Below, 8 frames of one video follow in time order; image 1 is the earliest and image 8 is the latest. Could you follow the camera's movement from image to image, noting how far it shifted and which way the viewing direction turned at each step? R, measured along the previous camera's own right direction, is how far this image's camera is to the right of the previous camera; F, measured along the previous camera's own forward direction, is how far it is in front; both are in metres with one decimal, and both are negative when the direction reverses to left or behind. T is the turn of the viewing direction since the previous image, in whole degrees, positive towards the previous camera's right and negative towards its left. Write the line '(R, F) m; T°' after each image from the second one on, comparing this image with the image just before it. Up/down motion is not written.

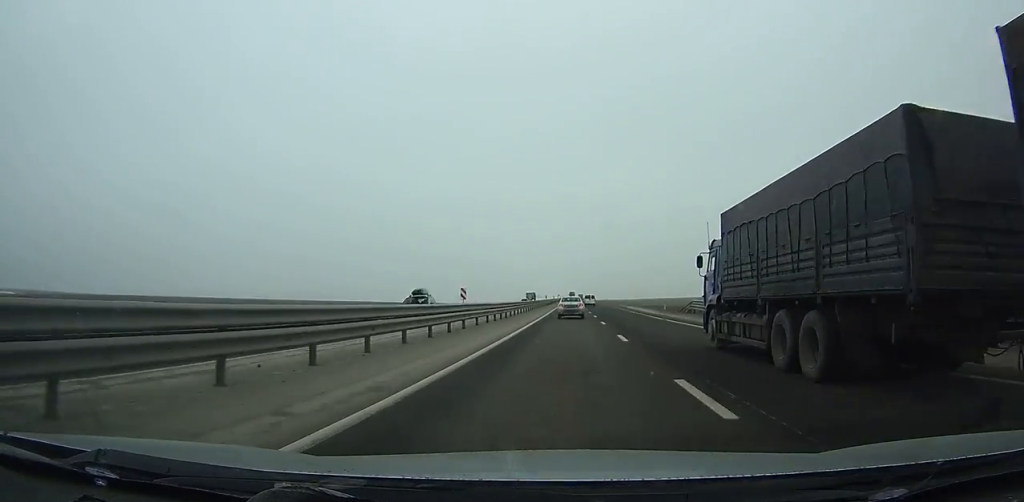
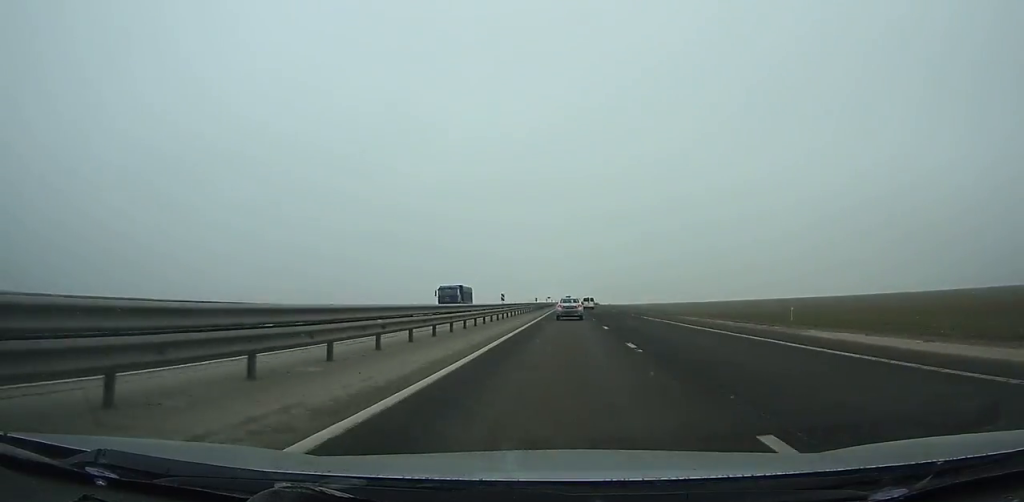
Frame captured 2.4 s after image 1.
(-0.2, +63.8) m; 0°
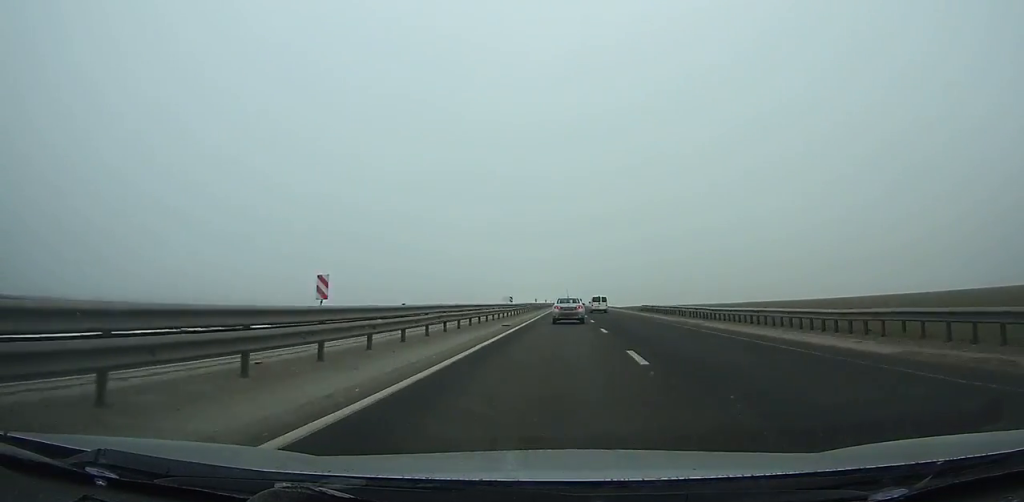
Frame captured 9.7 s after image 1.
(0.0, +191.4) m; 0°
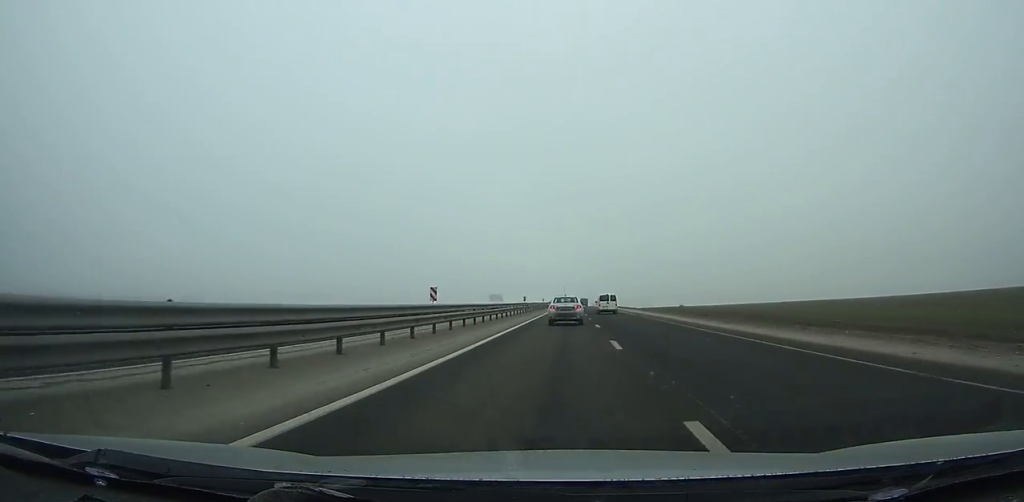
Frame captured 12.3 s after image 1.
(-0.2, +67.1) m; 0°
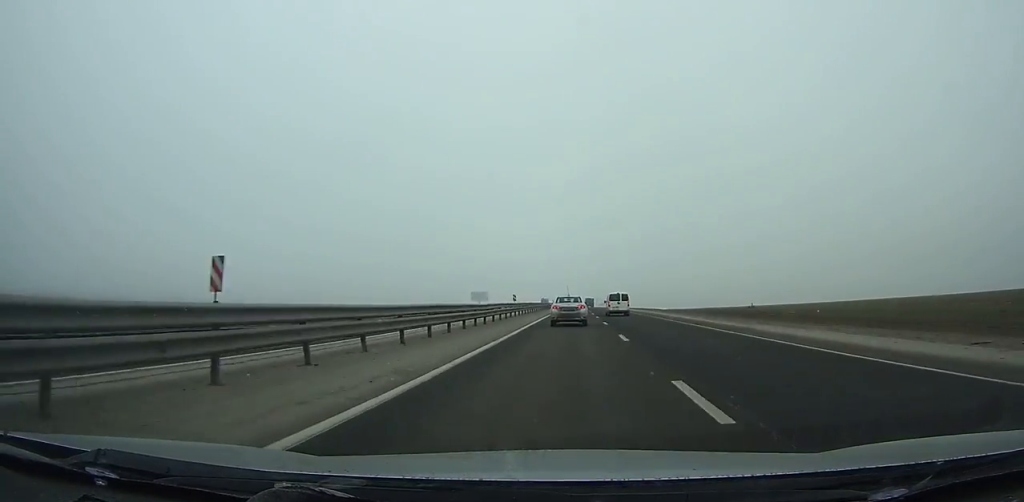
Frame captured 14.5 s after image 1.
(0.0, +56.4) m; 0°
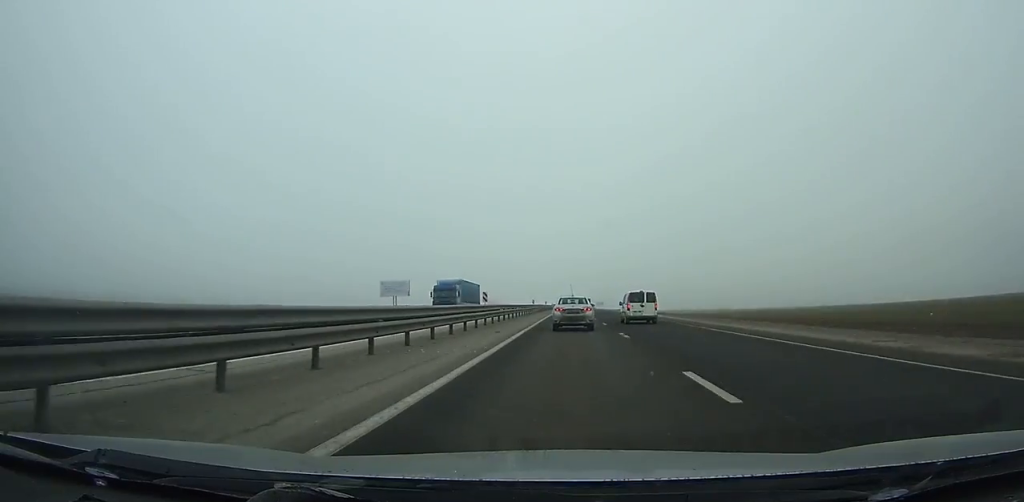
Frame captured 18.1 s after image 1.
(+0.2, +92.3) m; 0°
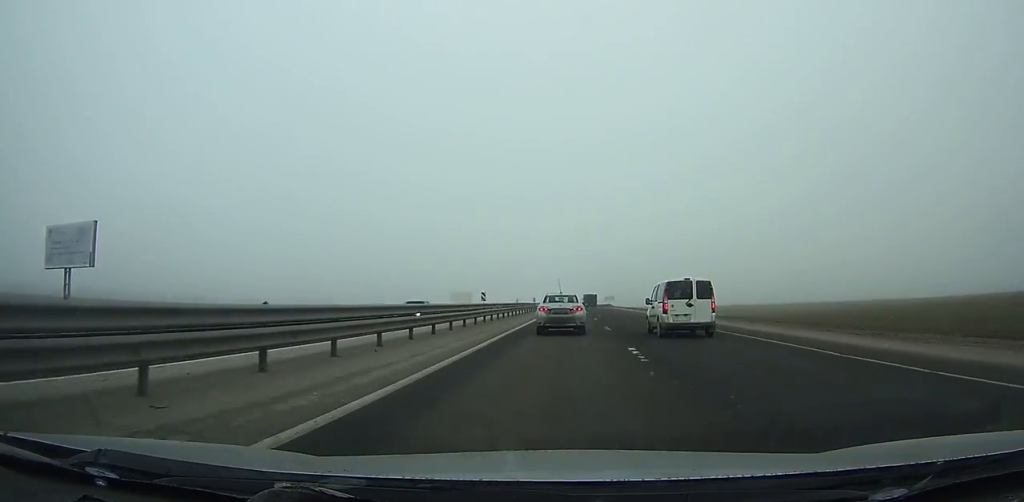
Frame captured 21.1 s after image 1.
(-0.3, +77.1) m; 0°
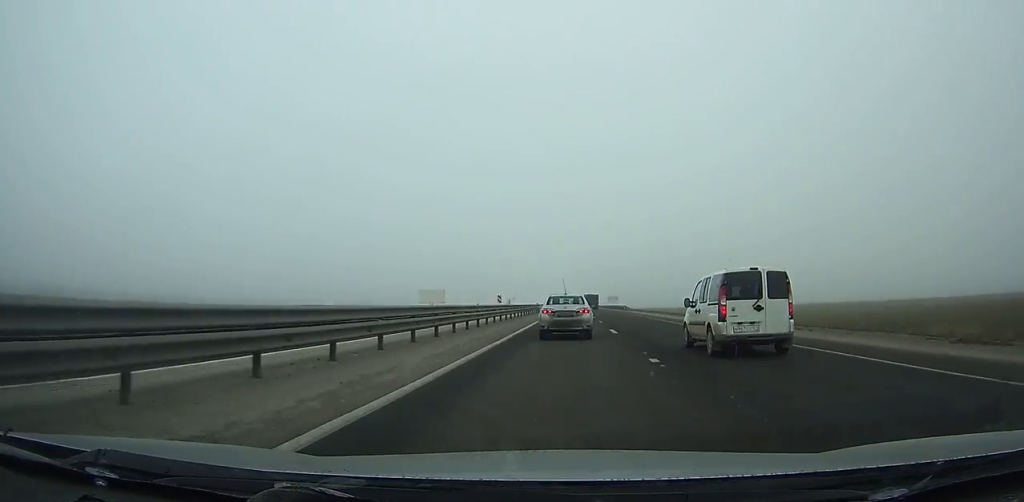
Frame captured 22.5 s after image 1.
(-0.1, +35.9) m; 0°
